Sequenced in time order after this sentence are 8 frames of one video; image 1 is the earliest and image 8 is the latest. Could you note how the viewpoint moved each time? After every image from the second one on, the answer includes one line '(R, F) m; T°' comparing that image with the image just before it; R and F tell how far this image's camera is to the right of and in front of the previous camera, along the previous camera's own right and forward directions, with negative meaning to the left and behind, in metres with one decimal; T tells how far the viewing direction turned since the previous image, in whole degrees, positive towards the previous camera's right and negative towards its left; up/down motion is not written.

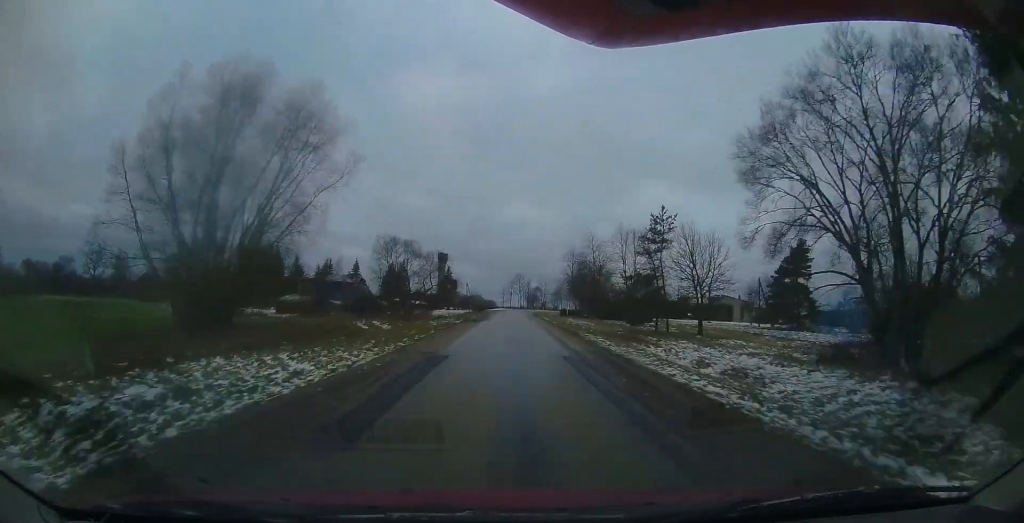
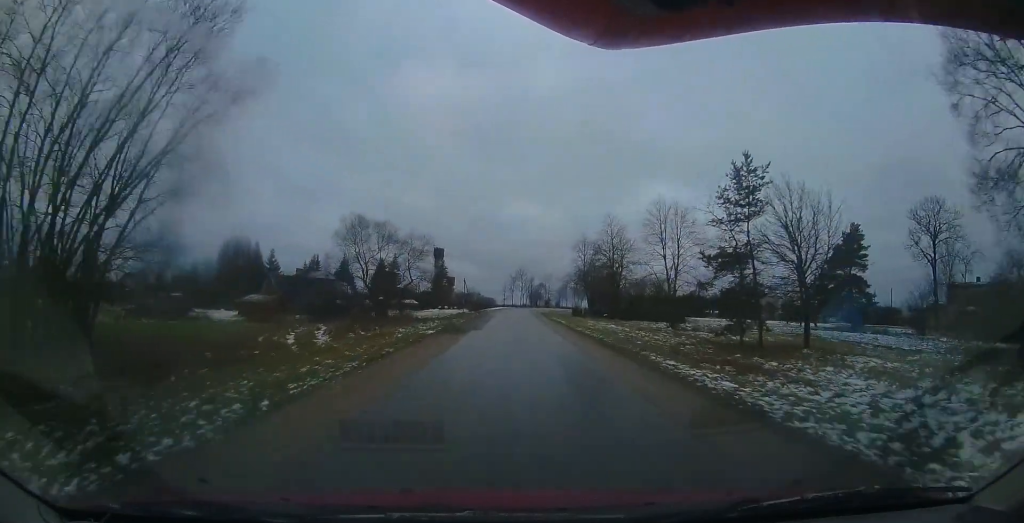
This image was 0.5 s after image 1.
(-0.1, +9.7) m; -1°
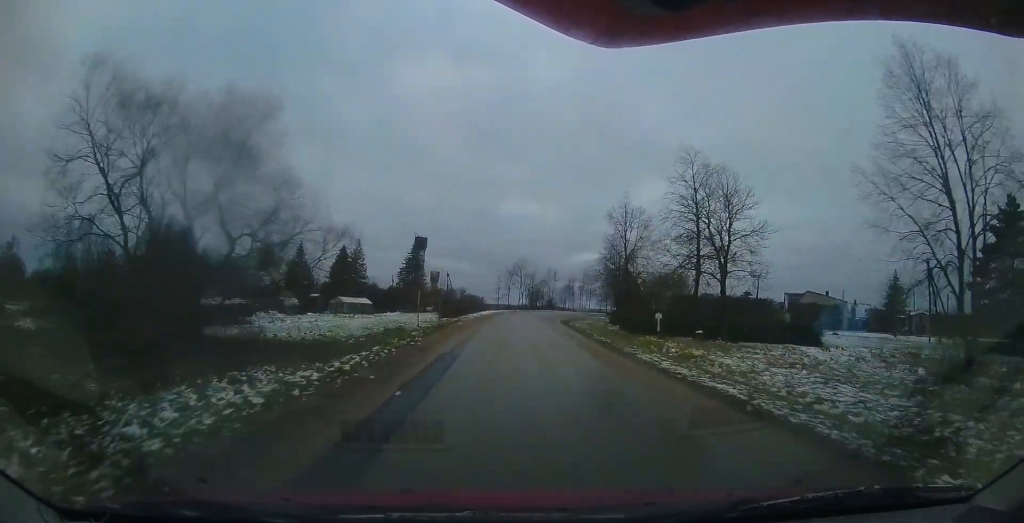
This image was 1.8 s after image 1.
(0.0, +22.1) m; 0°
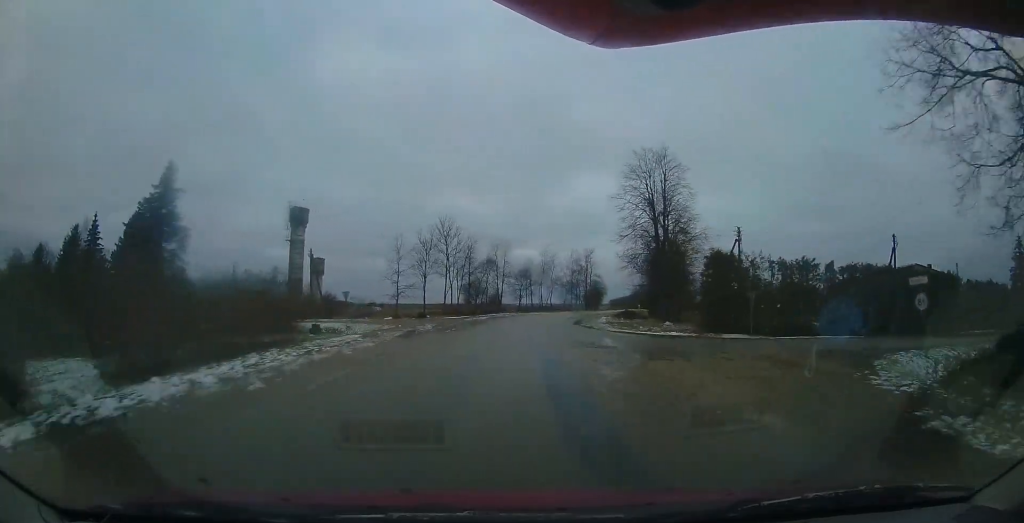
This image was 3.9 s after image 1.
(+1.1, +37.8) m; +7°
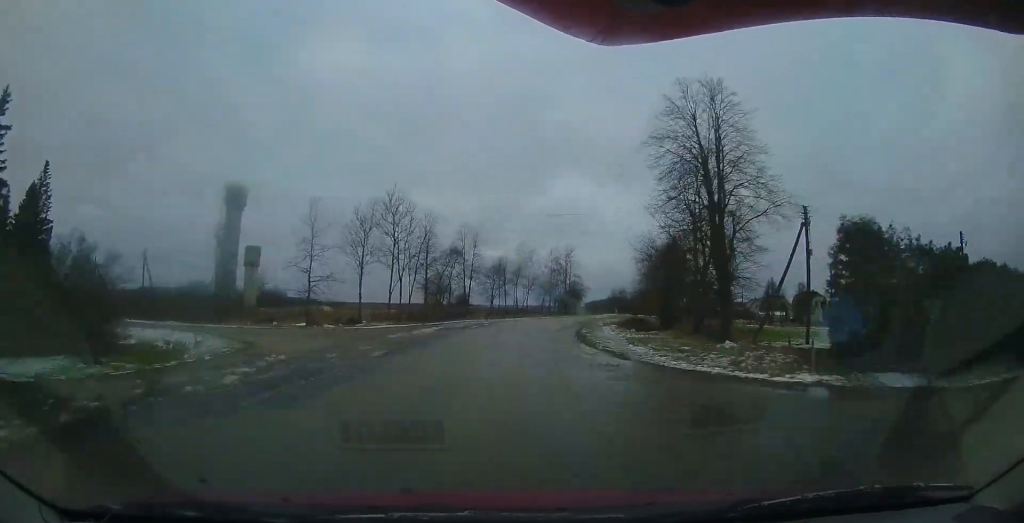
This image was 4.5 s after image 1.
(+0.3, +11.1) m; +5°
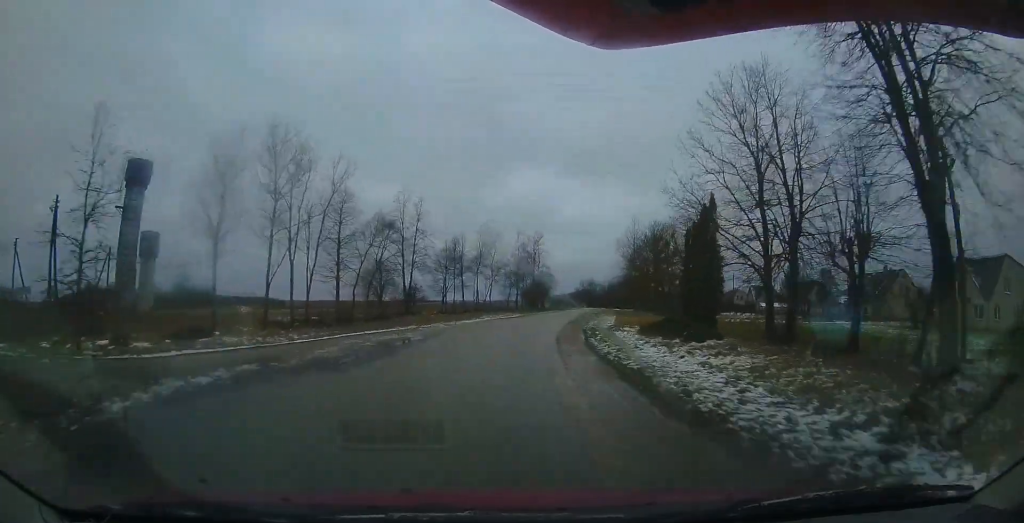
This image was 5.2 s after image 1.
(0.0, +12.2) m; +7°
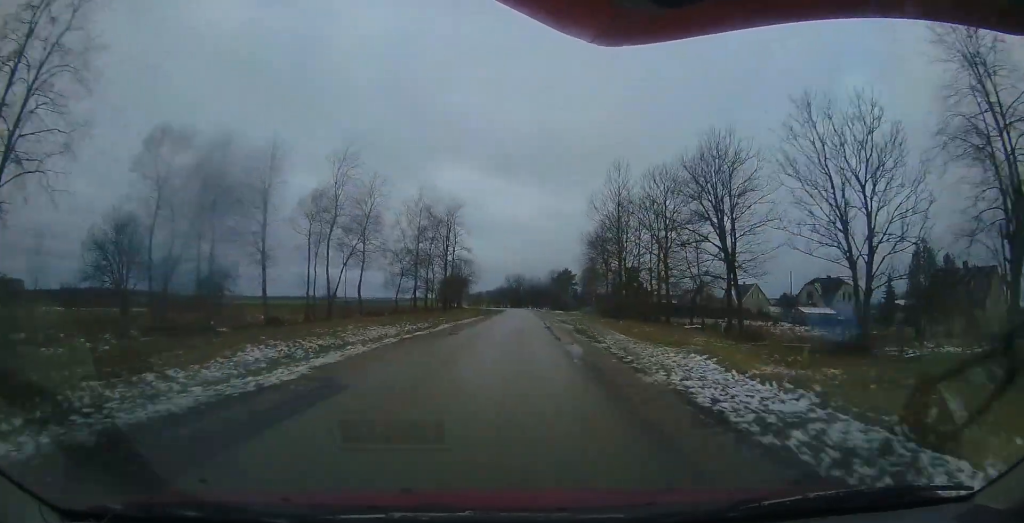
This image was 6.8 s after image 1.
(+4.3, +27.1) m; +12°
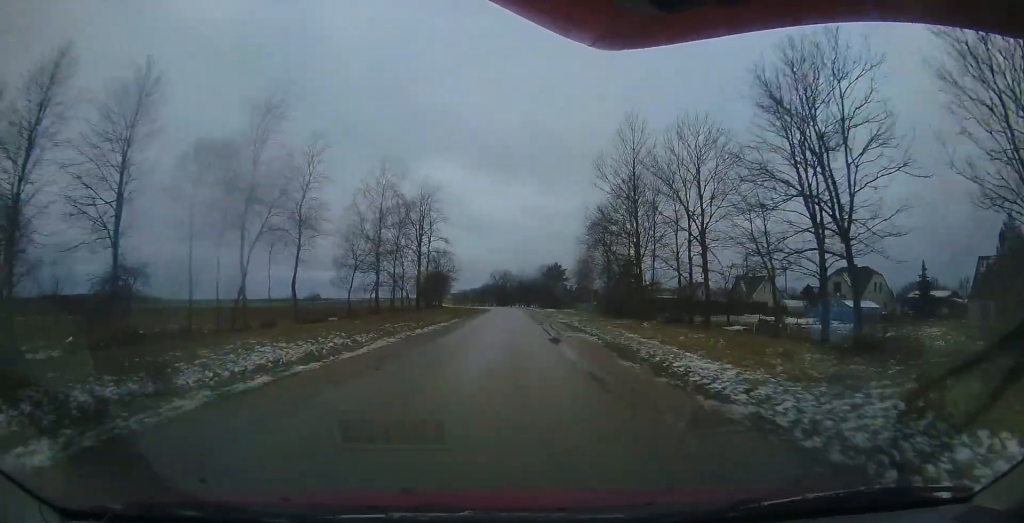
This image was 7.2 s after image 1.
(+0.2, +8.6) m; +1°
